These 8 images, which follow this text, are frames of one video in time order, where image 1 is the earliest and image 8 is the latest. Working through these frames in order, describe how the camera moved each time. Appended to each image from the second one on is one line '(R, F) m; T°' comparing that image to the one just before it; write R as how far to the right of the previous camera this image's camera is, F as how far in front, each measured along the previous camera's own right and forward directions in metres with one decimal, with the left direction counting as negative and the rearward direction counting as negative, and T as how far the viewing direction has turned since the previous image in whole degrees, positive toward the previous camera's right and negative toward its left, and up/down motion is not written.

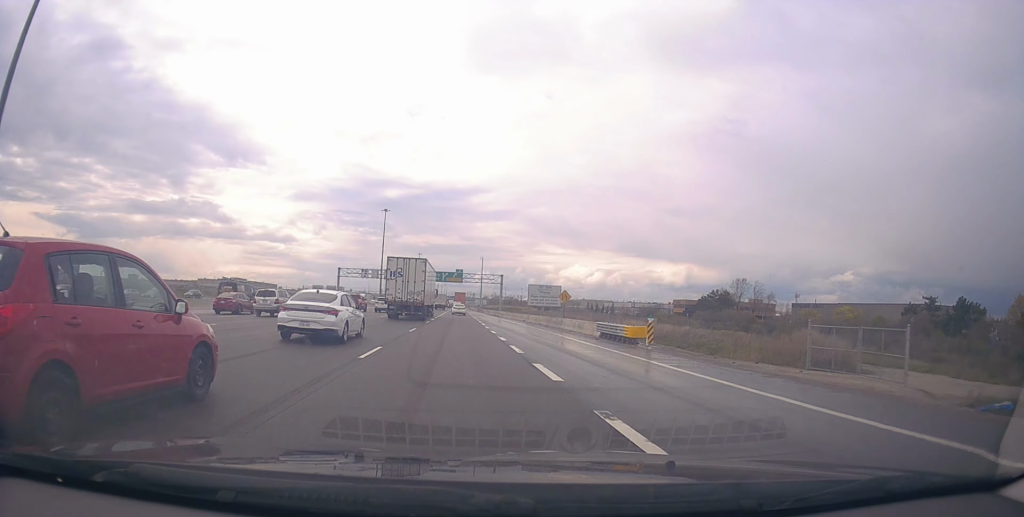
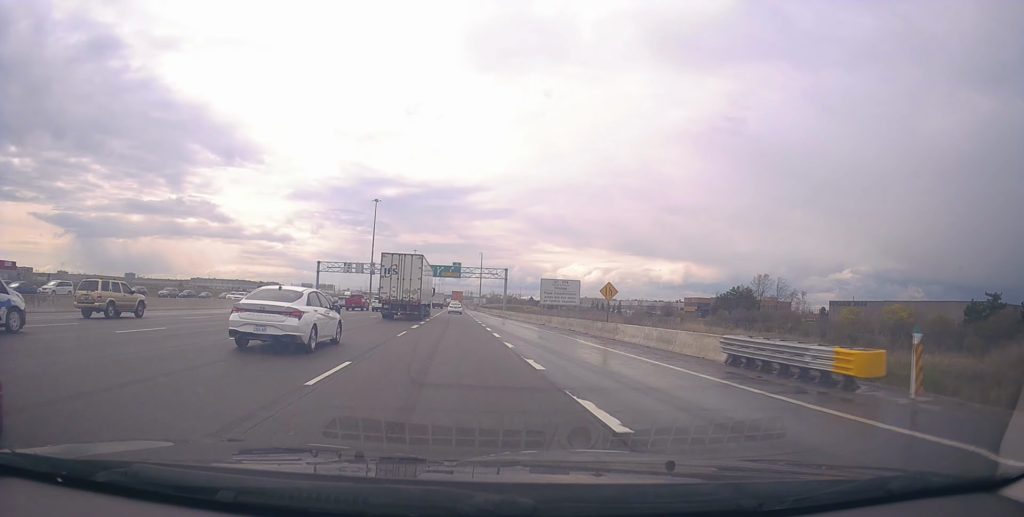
(+0.6, +16.3) m; +1°
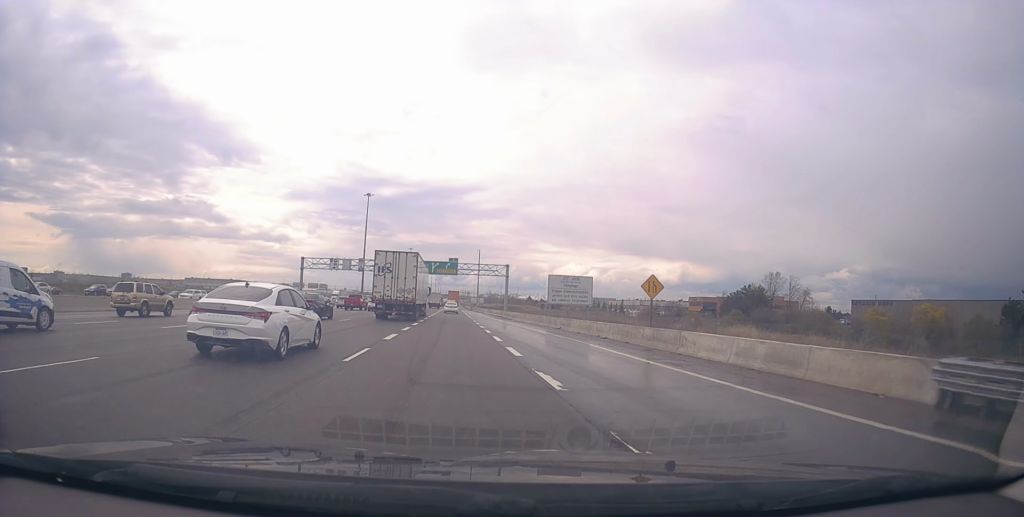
(-0.3, +8.6) m; 0°
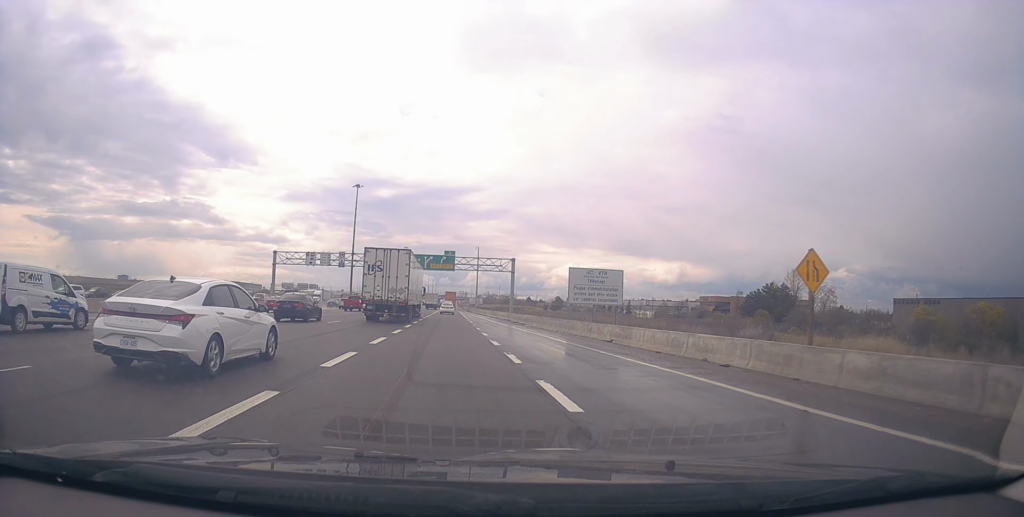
(0.0, +13.9) m; 0°
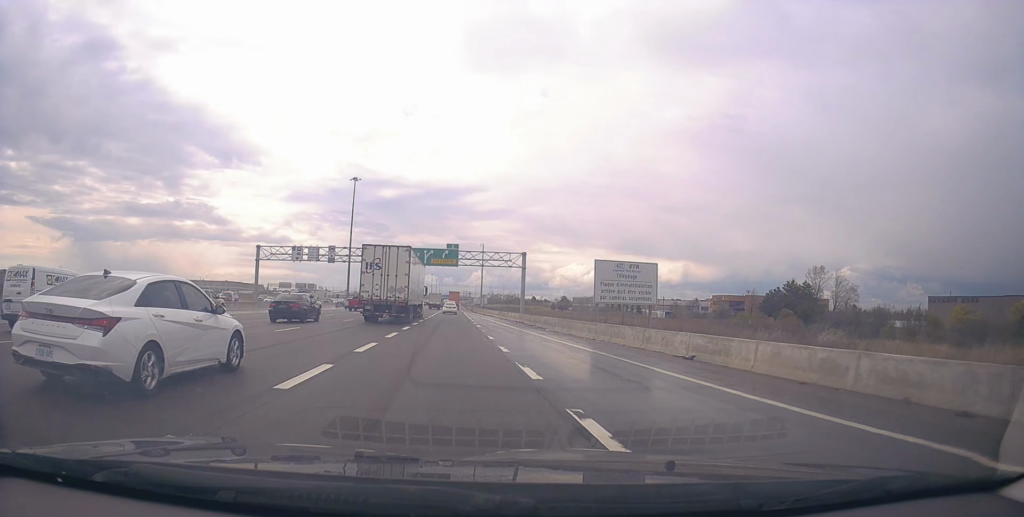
(+0.2, +8.2) m; 0°
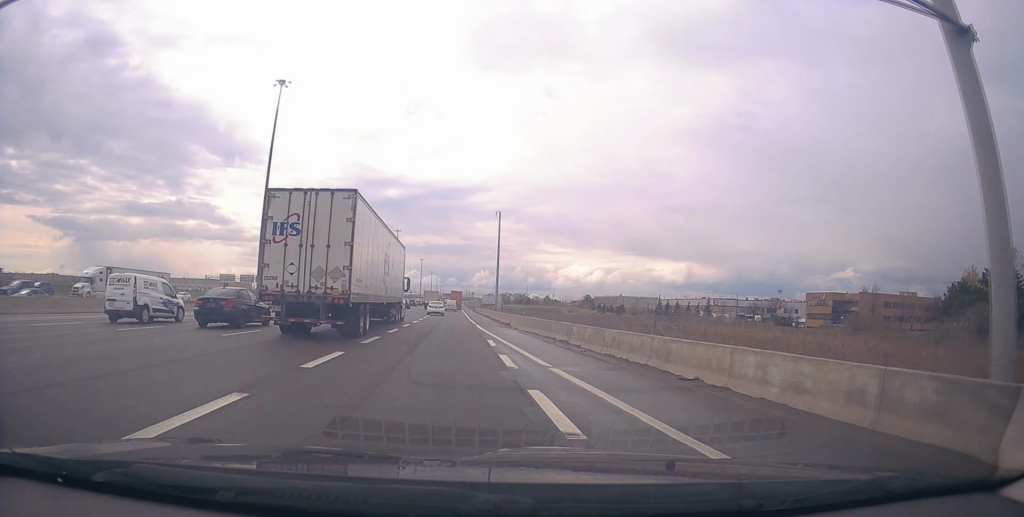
(-0.8, +64.0) m; -2°
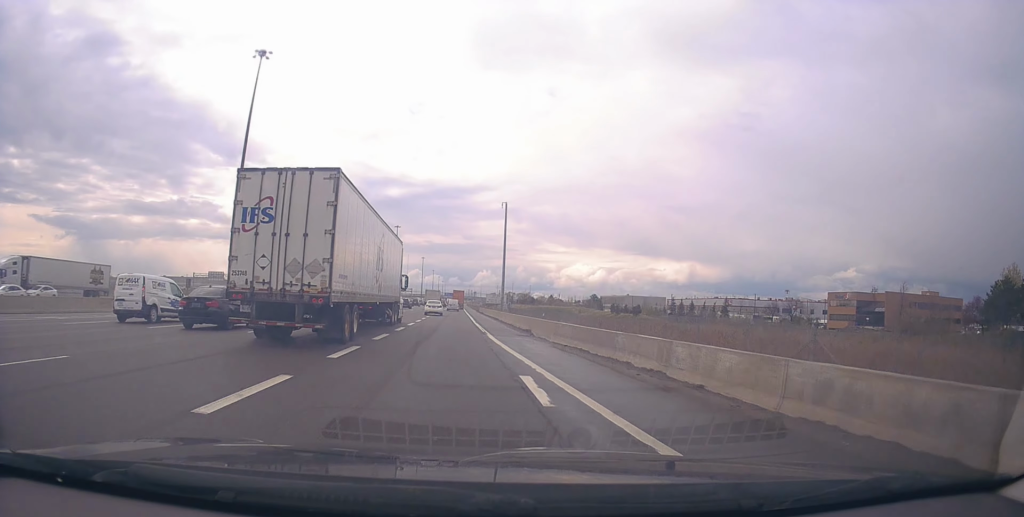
(-0.1, +9.9) m; 0°
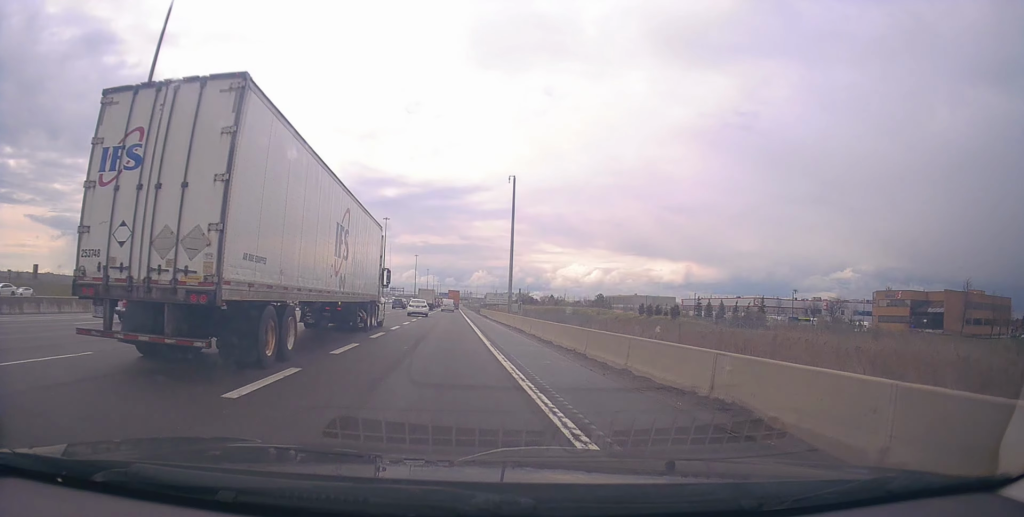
(-0.2, +23.1) m; +1°
